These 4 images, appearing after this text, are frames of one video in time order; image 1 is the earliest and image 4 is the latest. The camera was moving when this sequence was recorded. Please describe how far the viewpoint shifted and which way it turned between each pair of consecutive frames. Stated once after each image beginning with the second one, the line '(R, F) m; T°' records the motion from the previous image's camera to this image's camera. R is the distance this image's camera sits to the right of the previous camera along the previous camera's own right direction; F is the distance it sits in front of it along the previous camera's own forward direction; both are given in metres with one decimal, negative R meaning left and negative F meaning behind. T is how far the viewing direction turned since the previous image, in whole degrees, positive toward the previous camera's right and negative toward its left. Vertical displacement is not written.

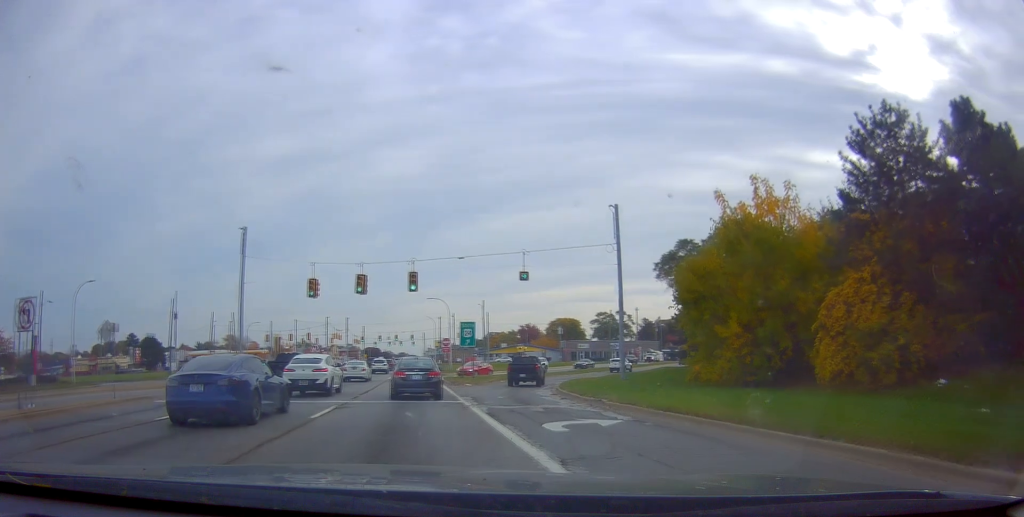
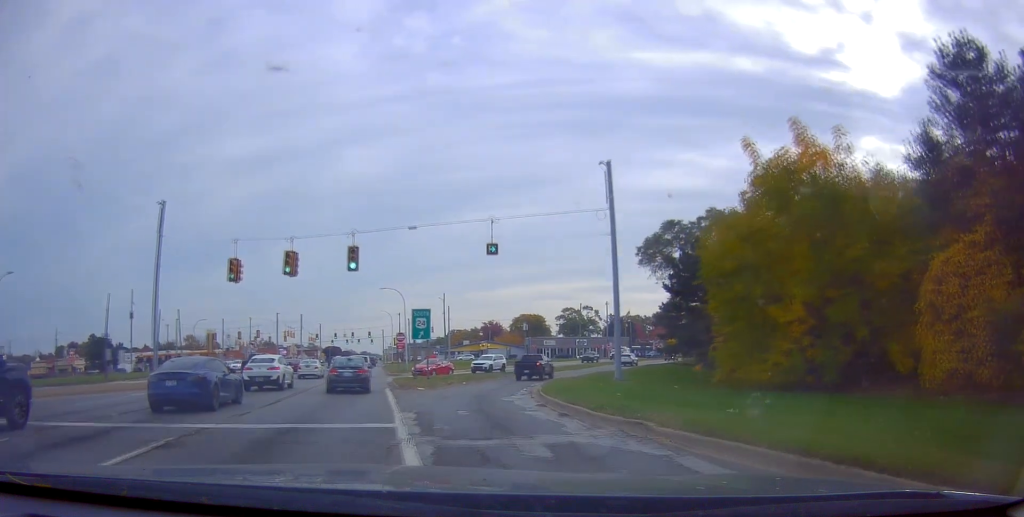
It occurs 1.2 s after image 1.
(-0.9, +8.8) m; -3°
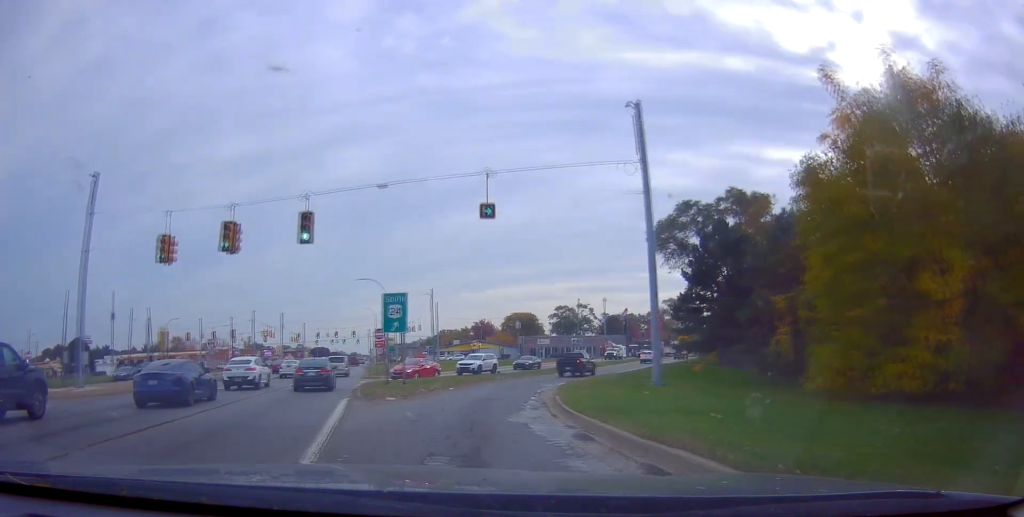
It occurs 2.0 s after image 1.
(+0.5, +9.4) m; +5°
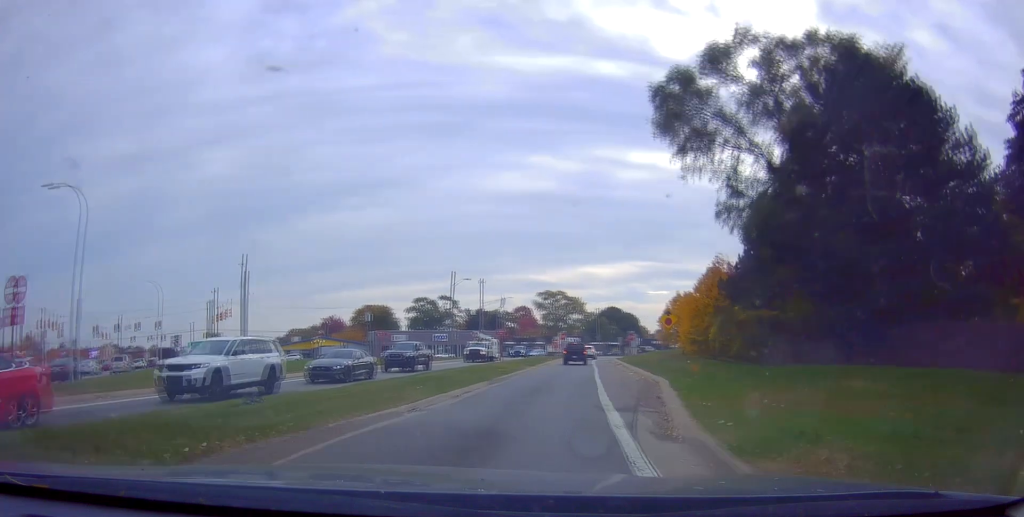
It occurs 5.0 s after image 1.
(+7.9, +31.1) m; +12°
